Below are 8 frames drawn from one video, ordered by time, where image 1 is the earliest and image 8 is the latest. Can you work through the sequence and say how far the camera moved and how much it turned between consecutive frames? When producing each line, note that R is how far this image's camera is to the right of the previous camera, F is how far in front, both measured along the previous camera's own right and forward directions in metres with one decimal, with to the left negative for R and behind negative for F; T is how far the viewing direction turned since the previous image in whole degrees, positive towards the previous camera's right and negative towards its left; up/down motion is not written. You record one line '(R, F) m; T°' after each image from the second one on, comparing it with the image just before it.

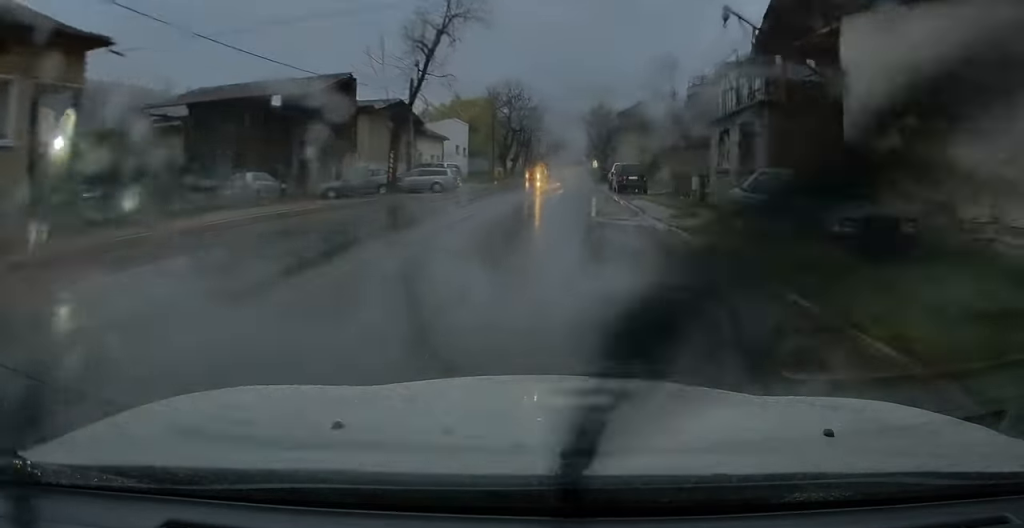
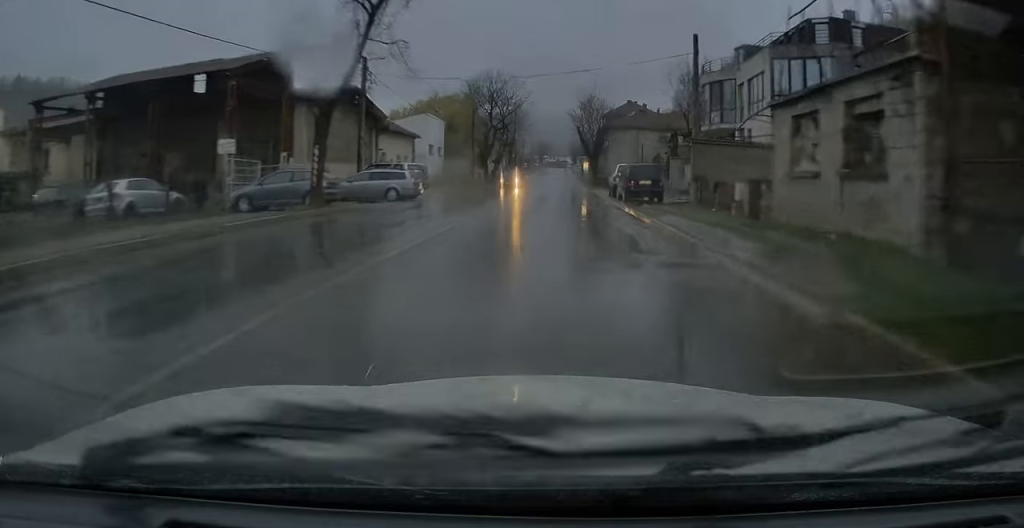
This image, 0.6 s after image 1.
(+0.3, +8.4) m; +1°
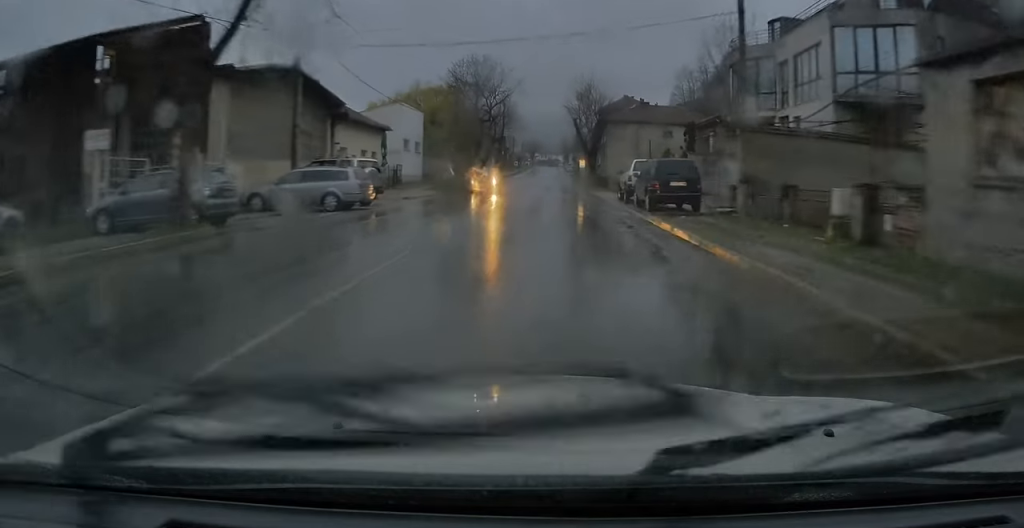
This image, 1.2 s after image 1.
(-0.2, +7.9) m; 0°
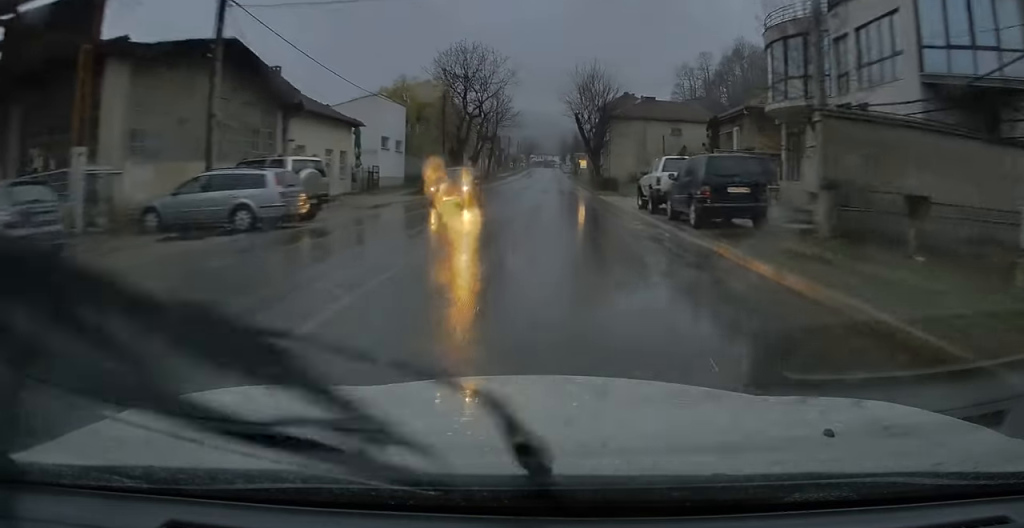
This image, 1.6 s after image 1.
(-0.1, +6.5) m; 0°
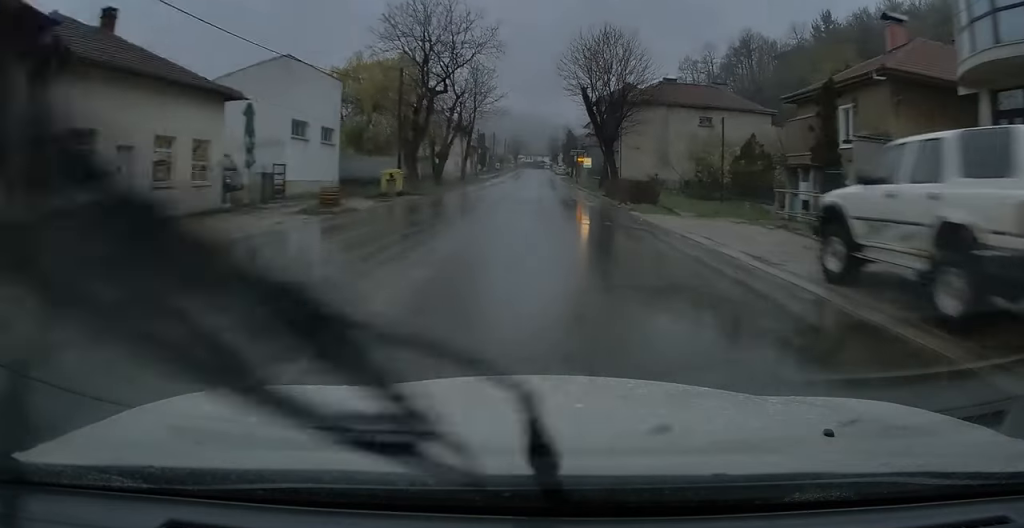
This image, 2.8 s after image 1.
(+0.2, +15.7) m; +1°
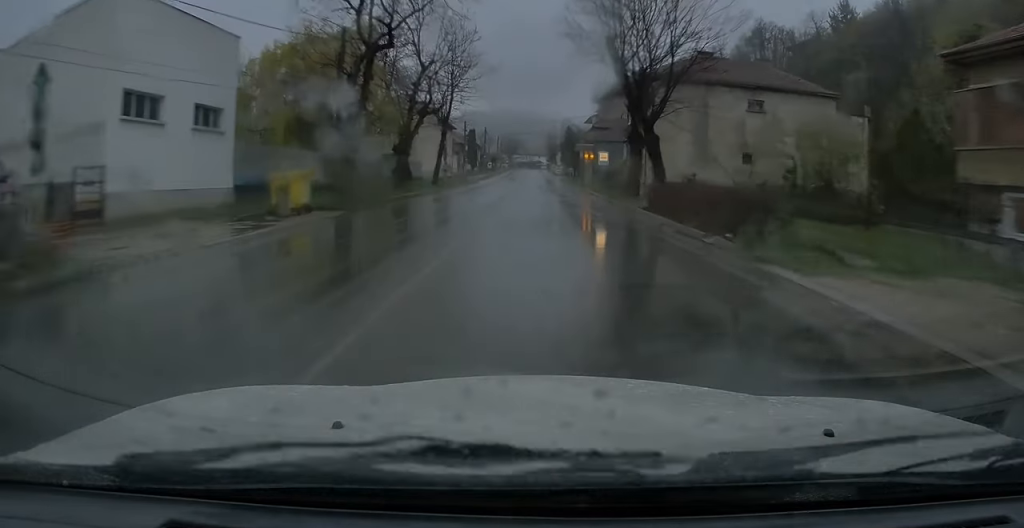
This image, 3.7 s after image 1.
(+0.1, +13.4) m; +1°
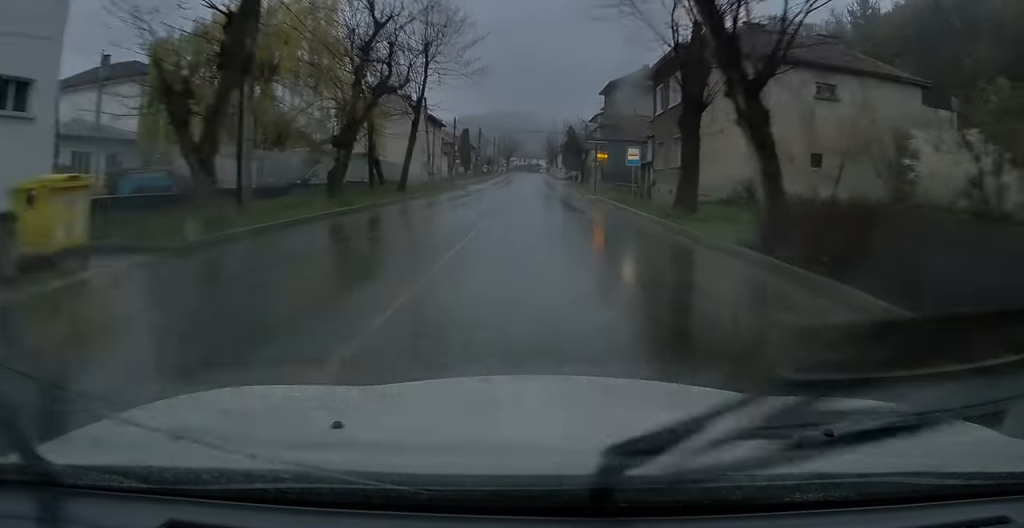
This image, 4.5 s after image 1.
(0.0, +10.6) m; 0°
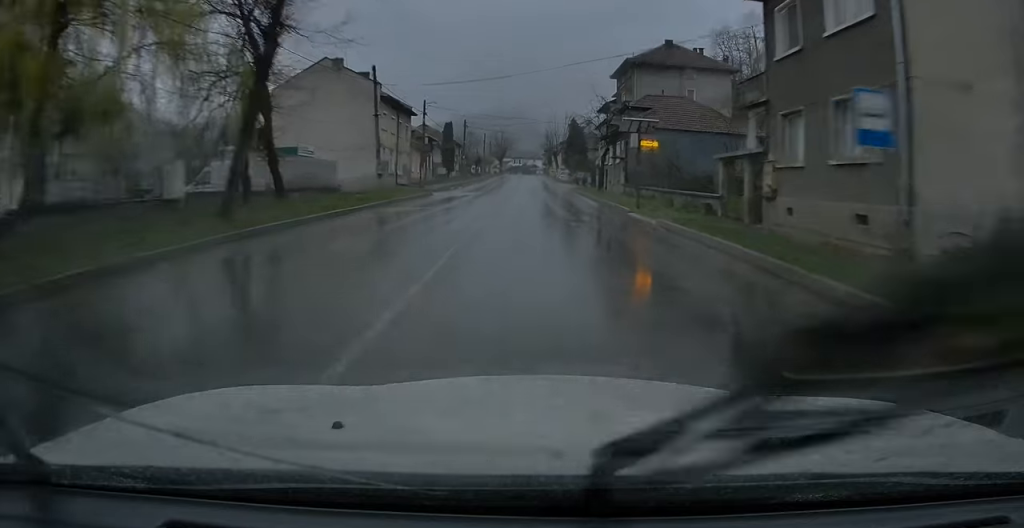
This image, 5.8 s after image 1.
(+0.1, +18.6) m; -1°
